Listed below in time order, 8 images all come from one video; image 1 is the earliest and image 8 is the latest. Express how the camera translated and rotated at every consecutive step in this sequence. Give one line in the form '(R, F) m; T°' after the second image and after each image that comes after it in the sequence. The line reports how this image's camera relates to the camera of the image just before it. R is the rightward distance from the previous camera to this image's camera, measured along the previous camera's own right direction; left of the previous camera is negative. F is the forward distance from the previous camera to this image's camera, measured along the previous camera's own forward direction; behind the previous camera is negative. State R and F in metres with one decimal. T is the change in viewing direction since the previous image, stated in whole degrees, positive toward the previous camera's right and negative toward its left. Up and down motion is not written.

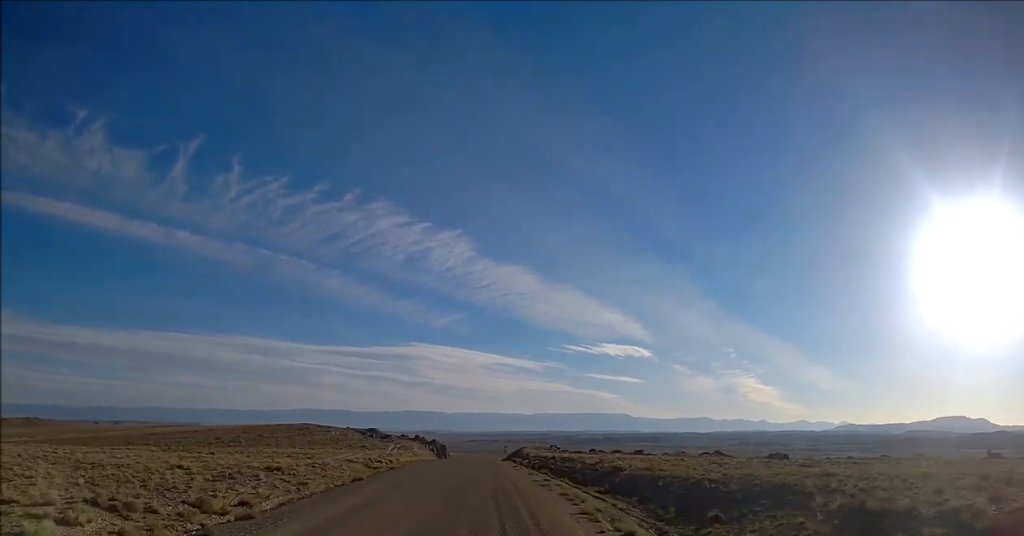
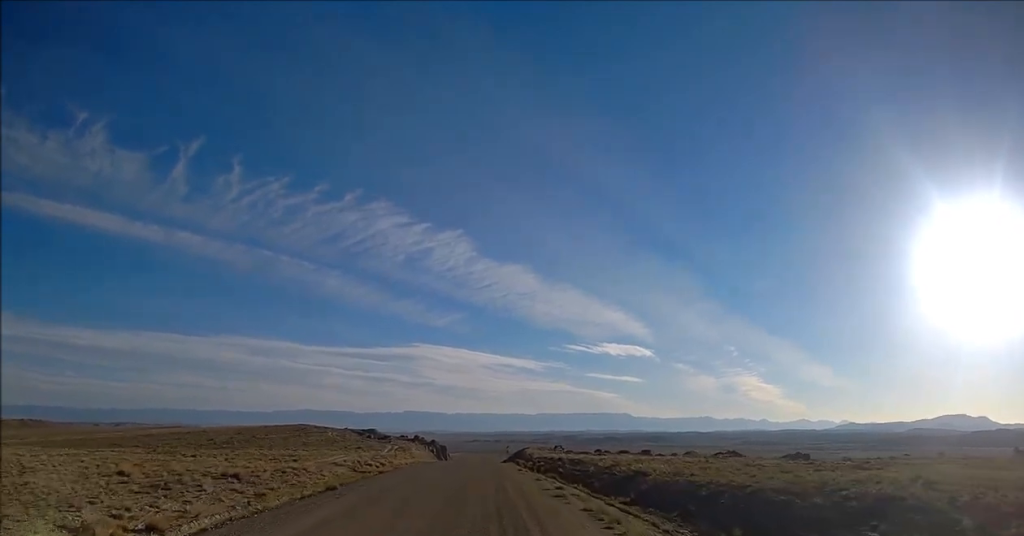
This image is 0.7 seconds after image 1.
(-0.1, +7.4) m; 0°
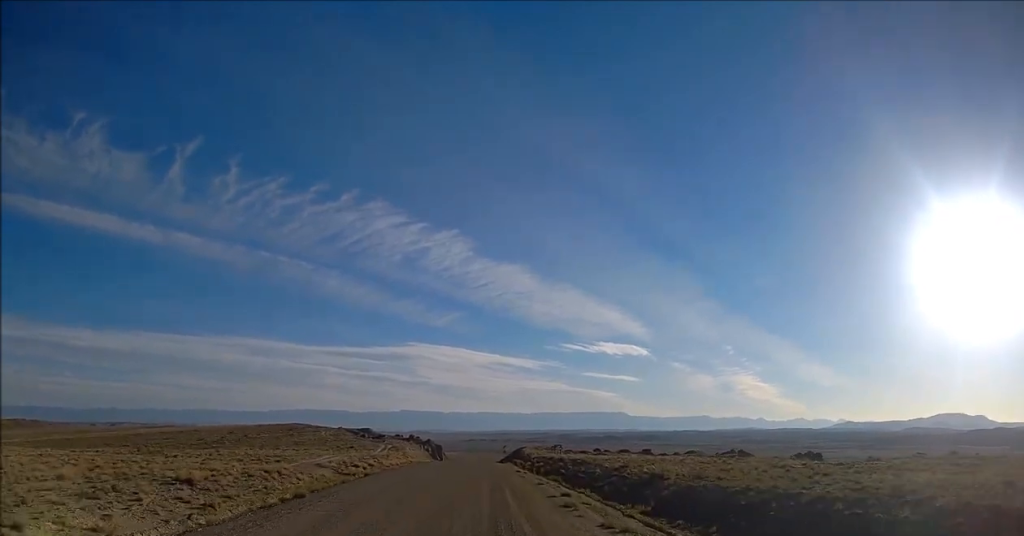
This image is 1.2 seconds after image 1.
(-0.1, +5.2) m; 0°
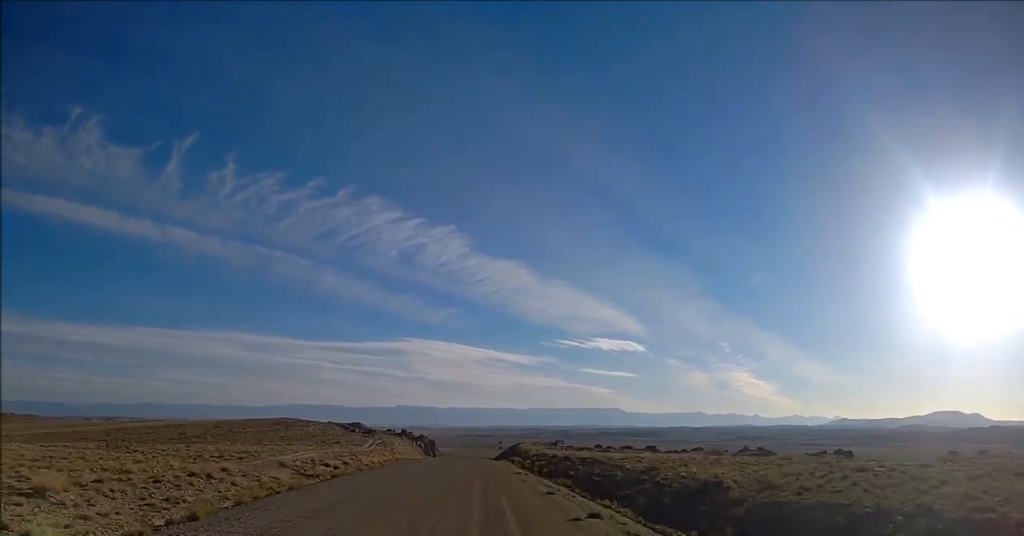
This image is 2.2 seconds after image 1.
(+0.2, +9.6) m; 0°
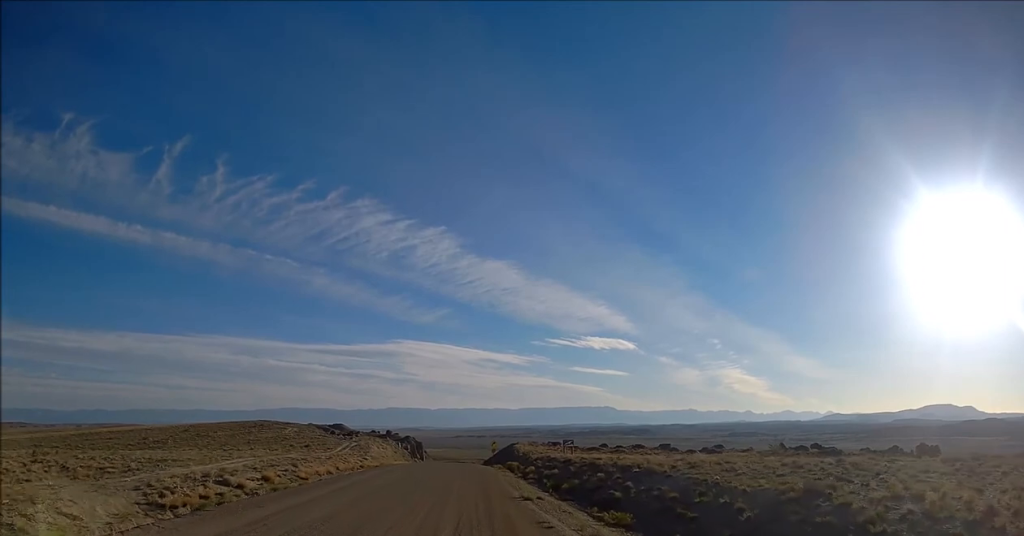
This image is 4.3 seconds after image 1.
(+0.3, +19.3) m; +2°
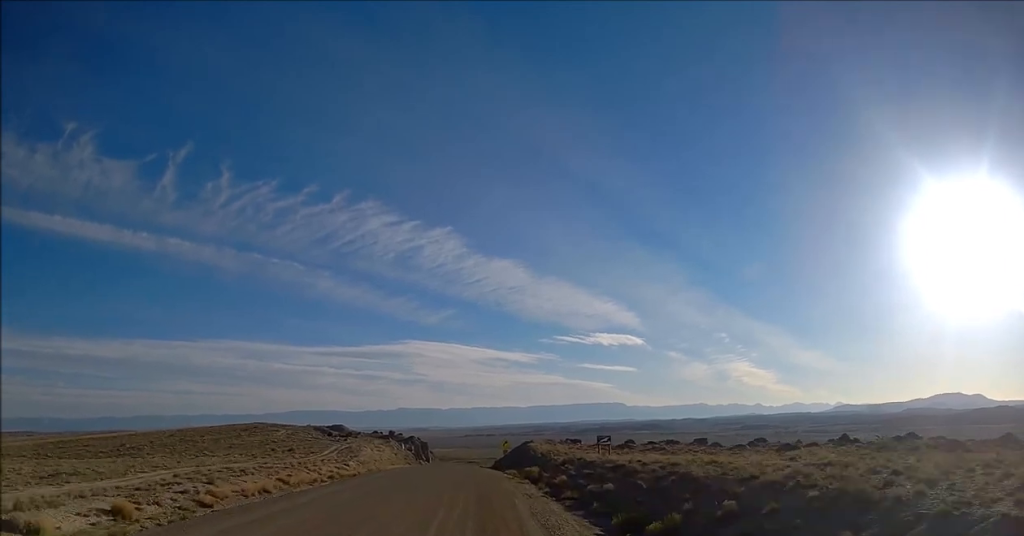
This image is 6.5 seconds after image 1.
(-0.3, +18.8) m; -3°
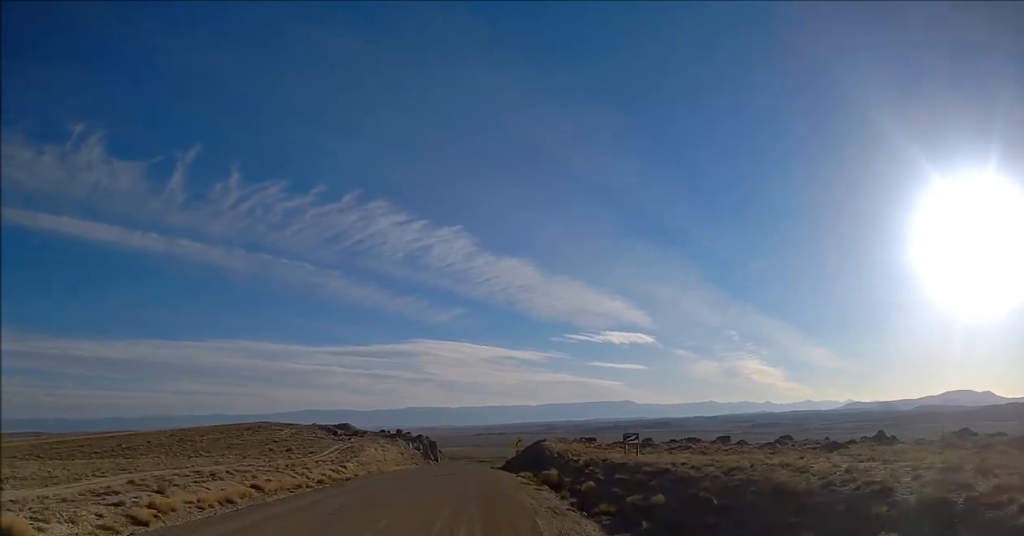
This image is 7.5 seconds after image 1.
(+0.1, +6.8) m; -2°
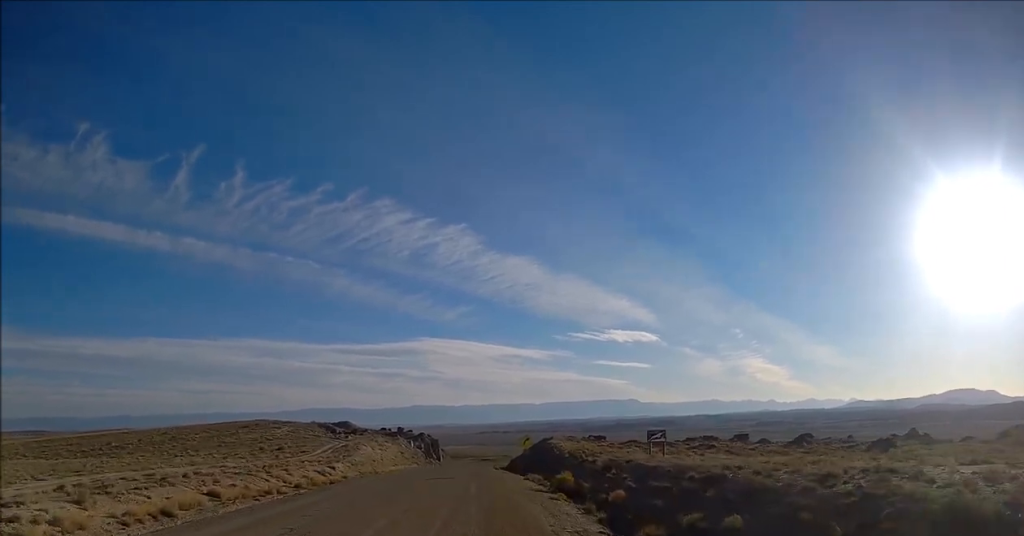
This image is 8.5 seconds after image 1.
(-0.4, +5.1) m; +1°
